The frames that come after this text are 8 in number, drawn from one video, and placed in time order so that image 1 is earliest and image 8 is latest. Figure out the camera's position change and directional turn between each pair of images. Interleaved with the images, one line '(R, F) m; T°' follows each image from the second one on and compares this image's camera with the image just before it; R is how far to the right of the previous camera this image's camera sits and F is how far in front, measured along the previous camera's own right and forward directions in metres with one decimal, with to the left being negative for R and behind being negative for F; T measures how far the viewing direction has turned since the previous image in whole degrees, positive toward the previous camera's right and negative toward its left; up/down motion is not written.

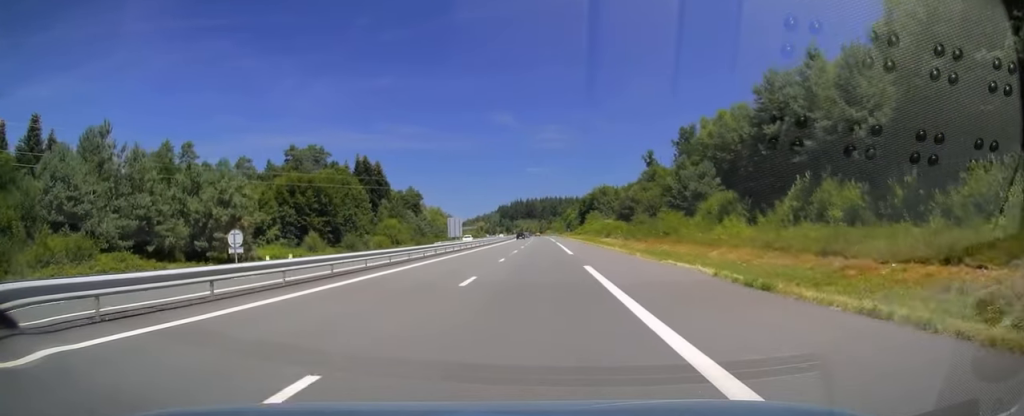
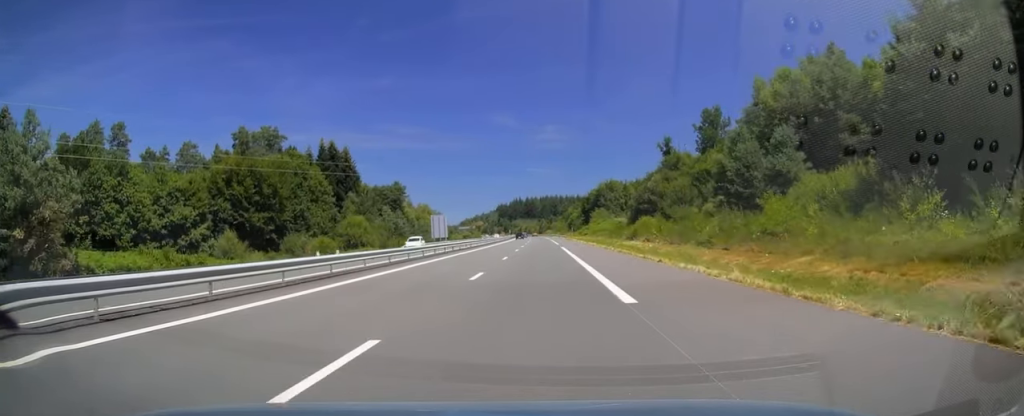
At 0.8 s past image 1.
(0.0, +24.1) m; 0°
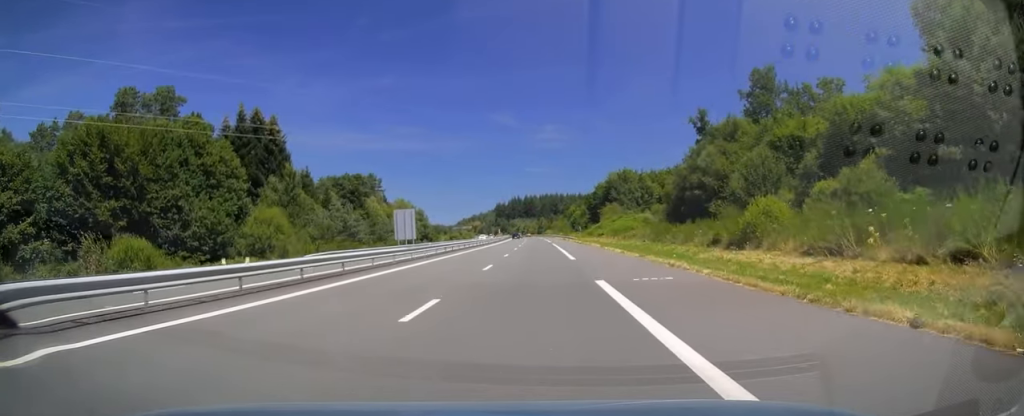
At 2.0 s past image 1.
(+0.2, +34.4) m; 0°
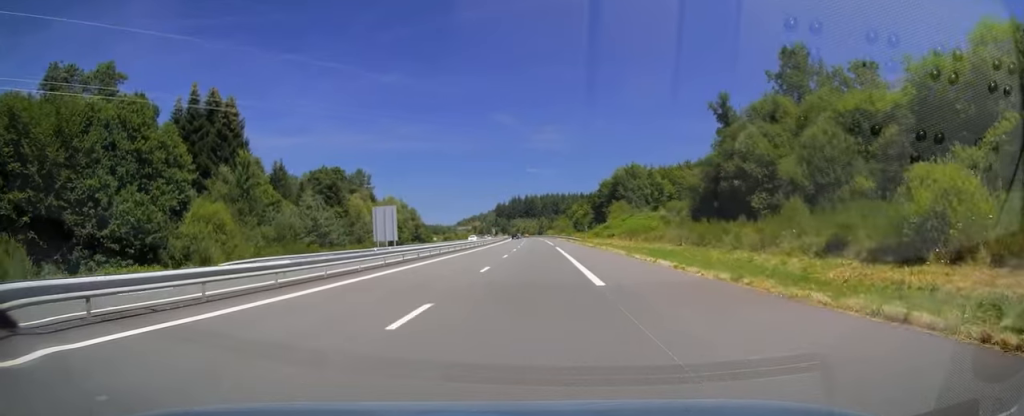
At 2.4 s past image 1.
(0.0, +13.8) m; 0°
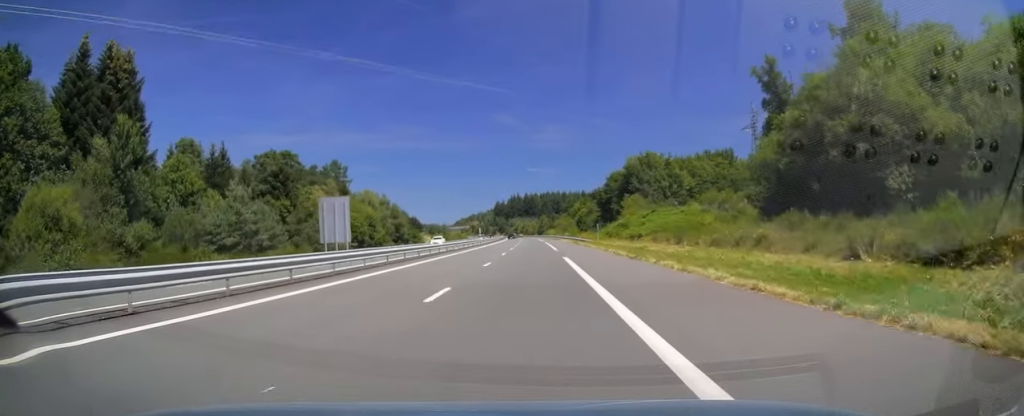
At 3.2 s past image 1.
(0.0, +22.6) m; 0°
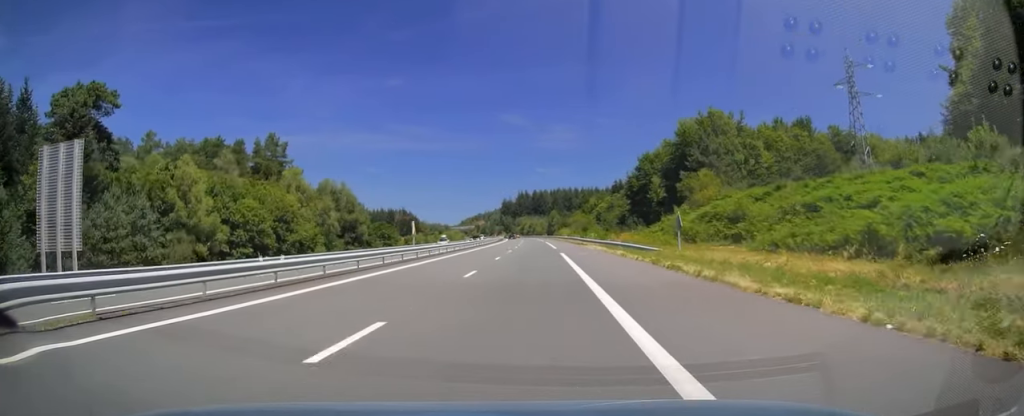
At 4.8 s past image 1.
(-0.3, +45.2) m; -1°
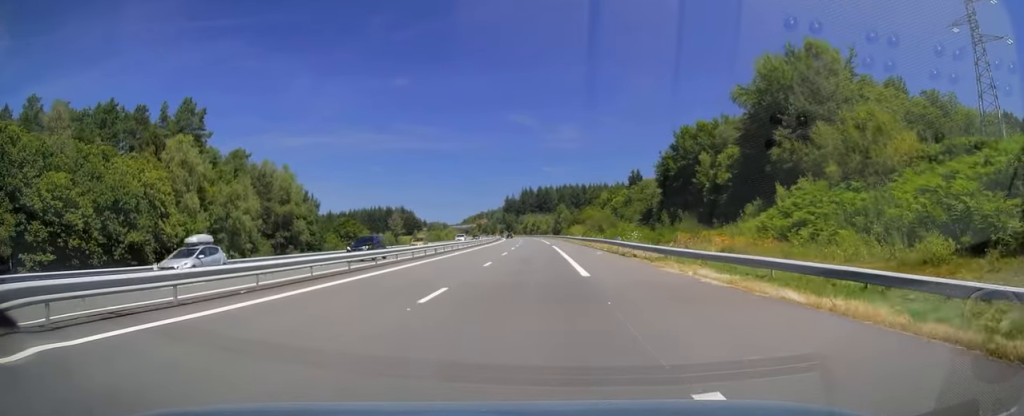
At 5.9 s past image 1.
(-0.3, +33.5) m; 0°
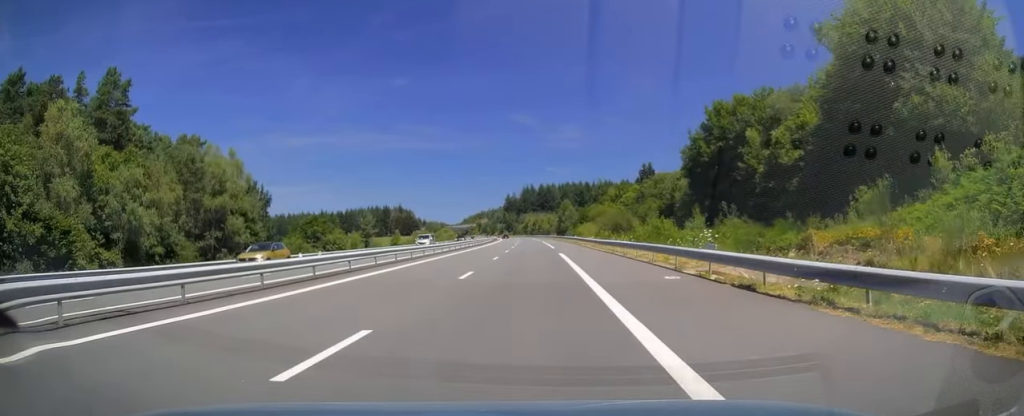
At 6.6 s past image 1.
(0.0, +19.6) m; 0°
